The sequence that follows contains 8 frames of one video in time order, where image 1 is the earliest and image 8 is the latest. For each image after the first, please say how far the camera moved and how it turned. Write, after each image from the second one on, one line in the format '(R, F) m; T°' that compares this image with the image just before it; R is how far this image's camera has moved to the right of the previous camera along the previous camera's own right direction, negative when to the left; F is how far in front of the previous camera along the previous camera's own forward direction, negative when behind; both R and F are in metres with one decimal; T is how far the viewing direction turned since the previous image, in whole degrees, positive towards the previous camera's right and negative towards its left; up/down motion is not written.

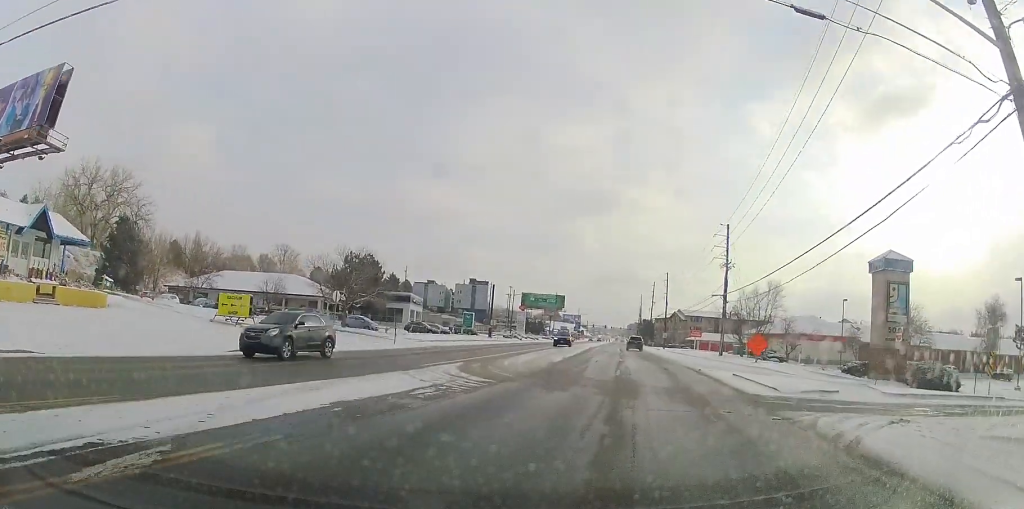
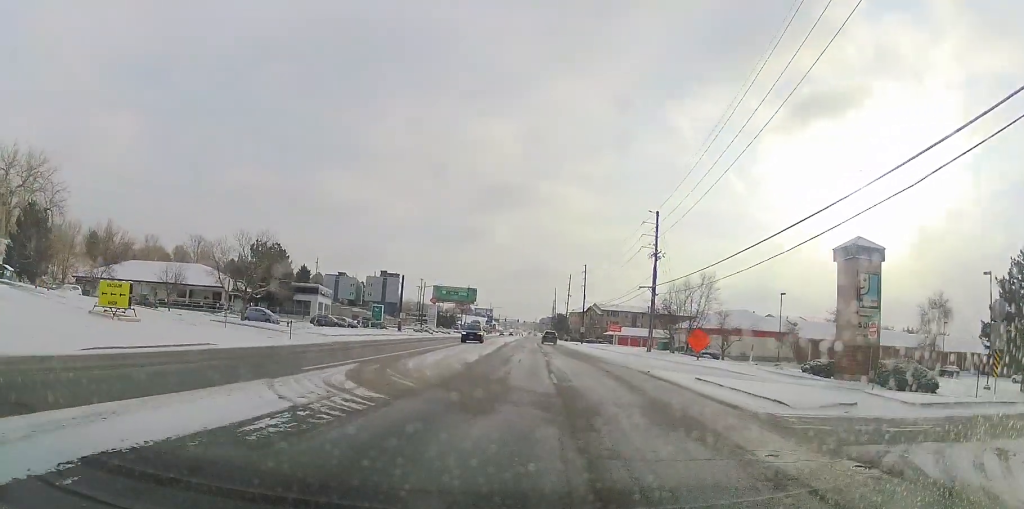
(+0.3, +4.1) m; +7°
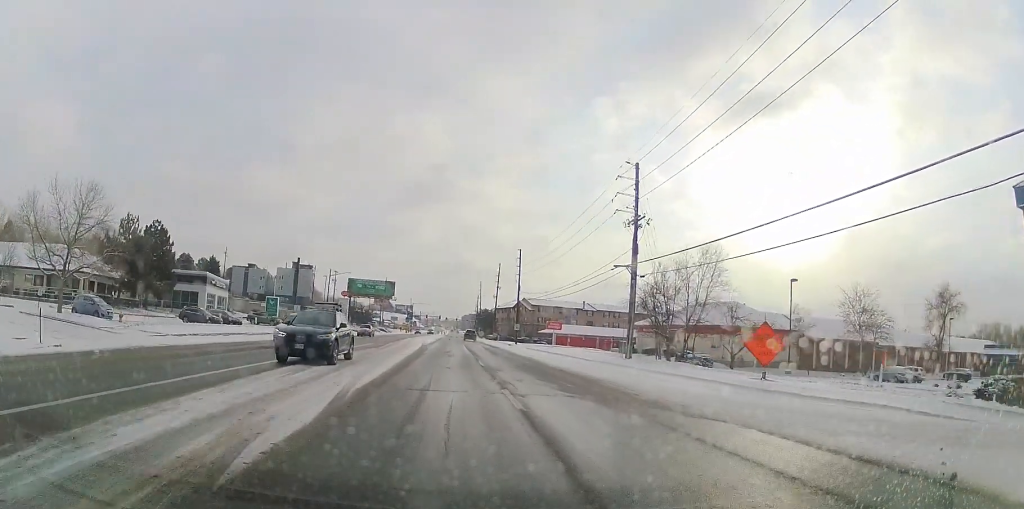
(+2.2, +15.0) m; +12°
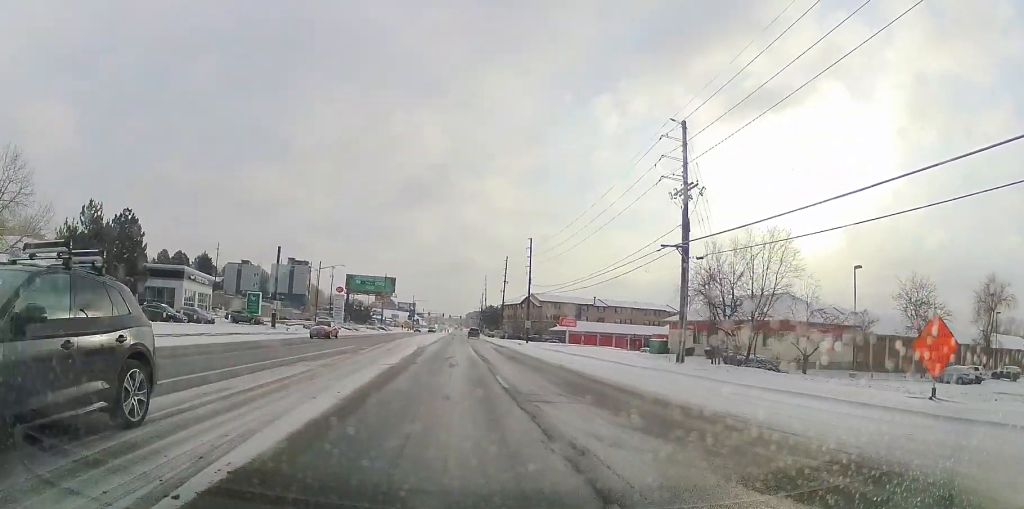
(+0.1, +8.0) m; 0°
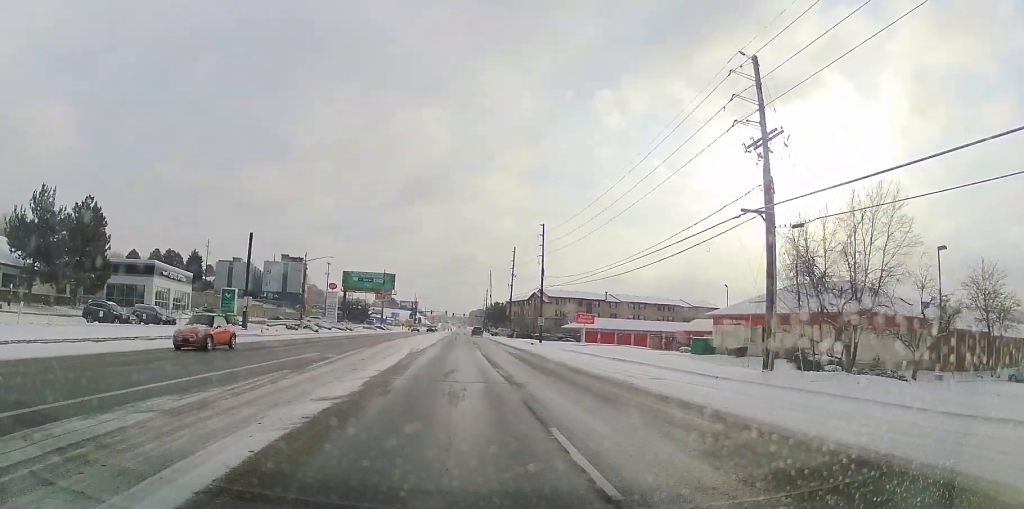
(-0.1, +8.5) m; -1°
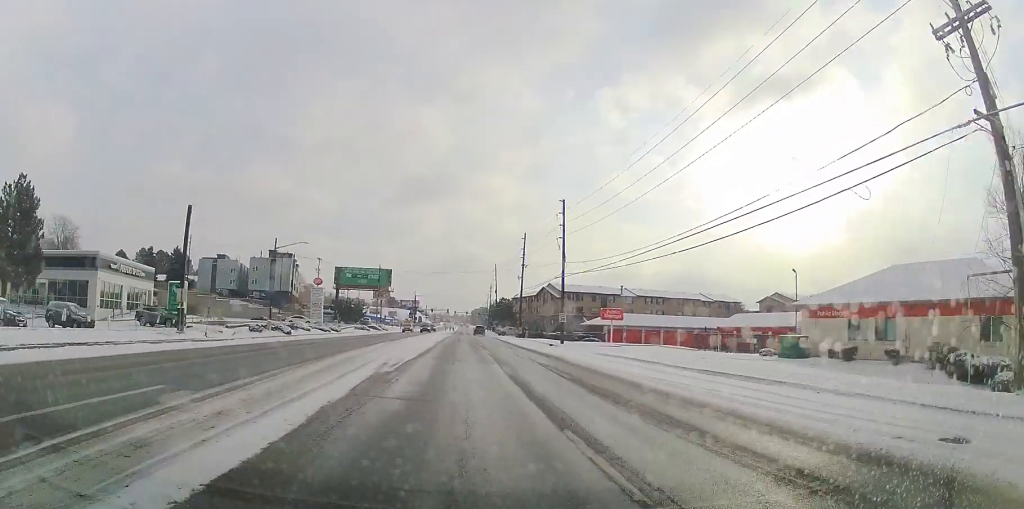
(+0.1, +12.0) m; +2°
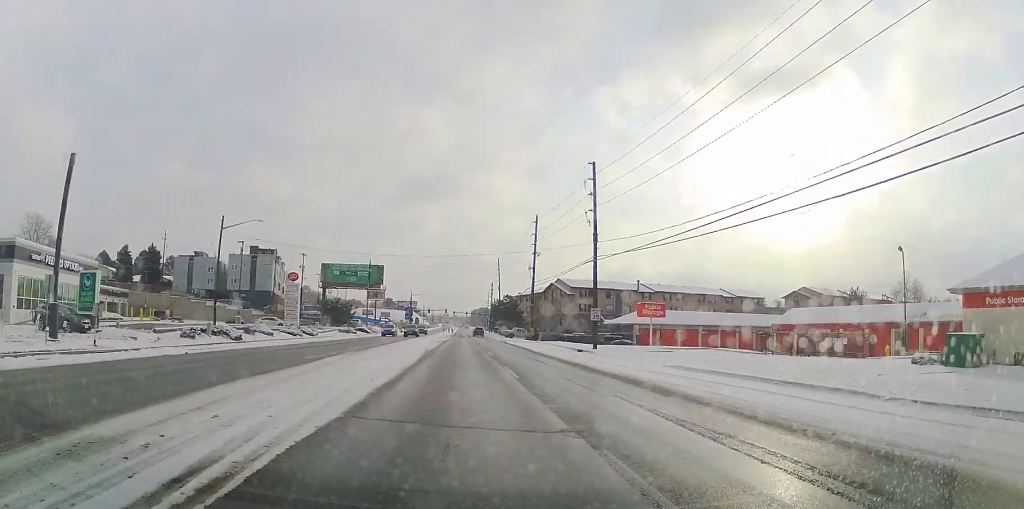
(+0.3, +13.0) m; +1°
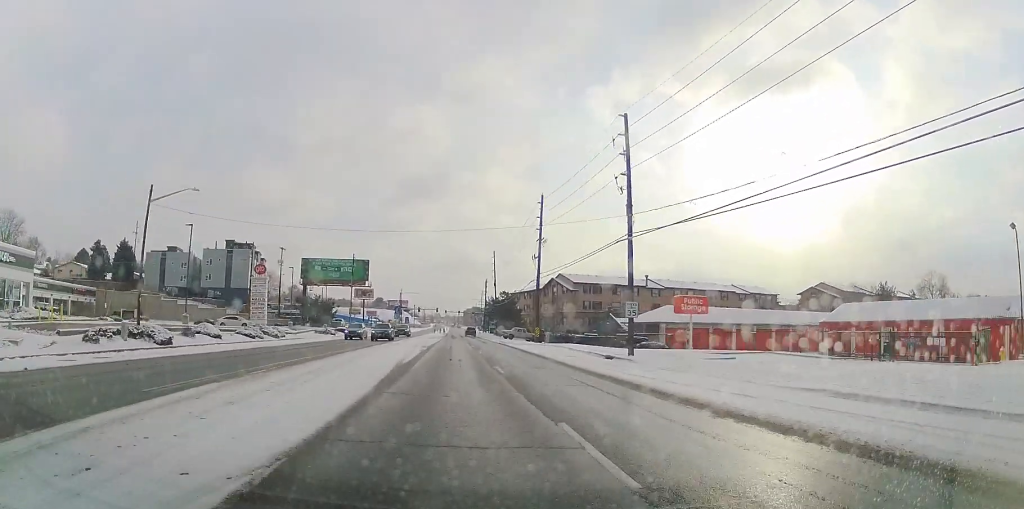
(0.0, +10.1) m; -1°
